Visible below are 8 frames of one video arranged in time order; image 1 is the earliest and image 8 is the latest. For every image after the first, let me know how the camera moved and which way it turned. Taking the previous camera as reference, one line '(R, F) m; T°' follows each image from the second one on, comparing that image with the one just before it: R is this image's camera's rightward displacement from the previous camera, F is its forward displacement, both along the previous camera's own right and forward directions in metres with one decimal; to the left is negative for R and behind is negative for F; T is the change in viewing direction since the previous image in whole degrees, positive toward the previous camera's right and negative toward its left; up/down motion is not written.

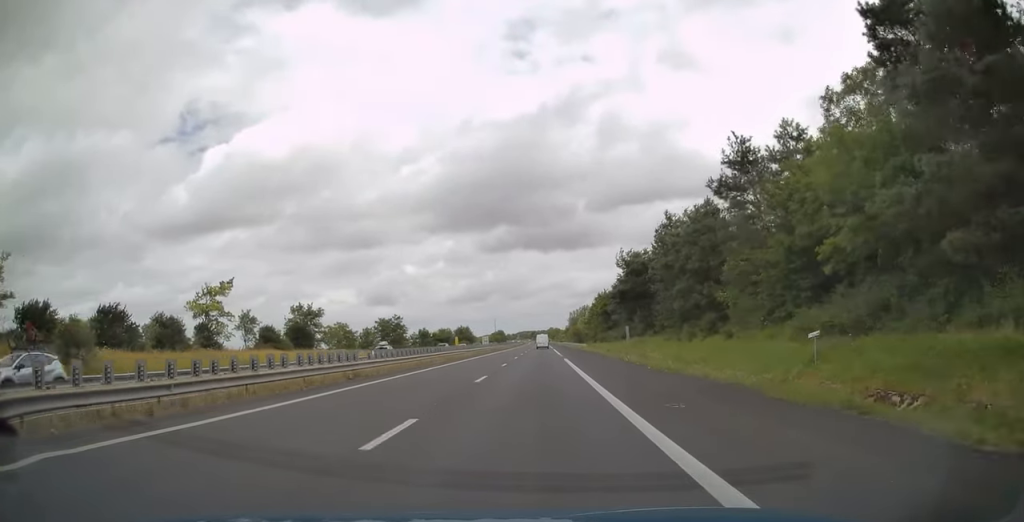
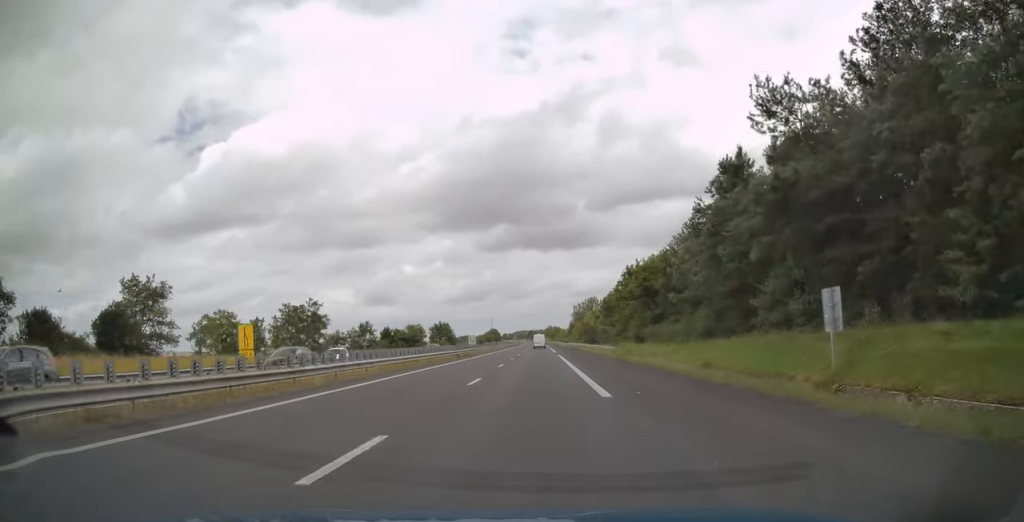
(+0.1, +40.9) m; 0°
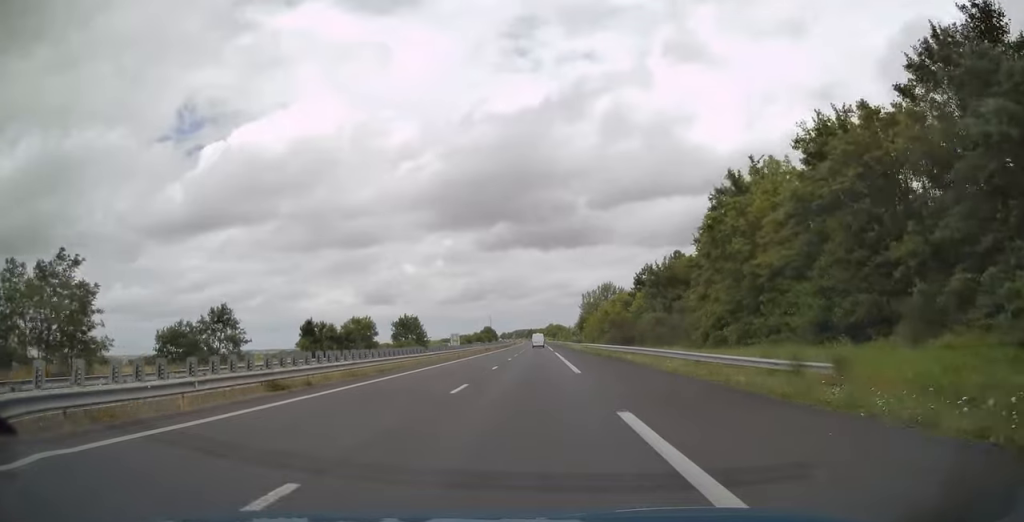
(+0.1, +42.0) m; 0°
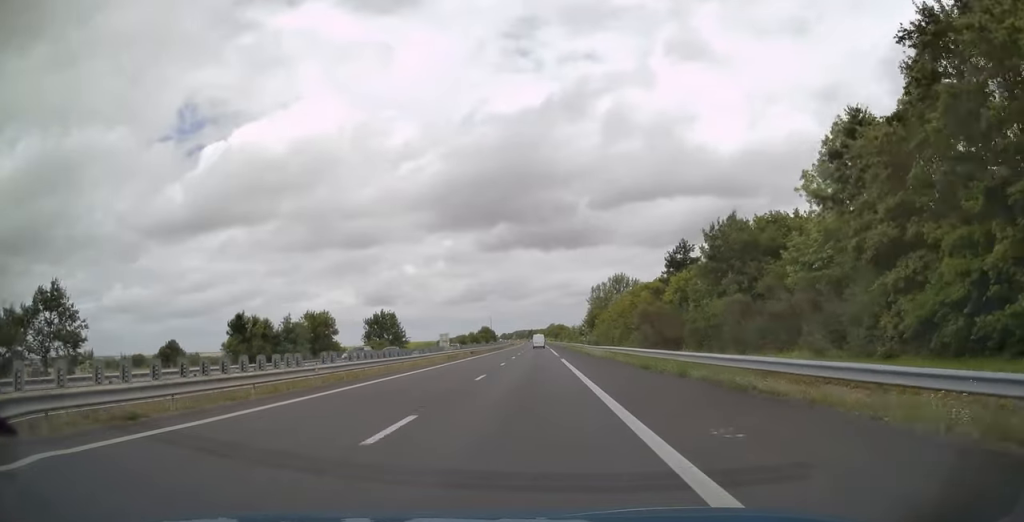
(-0.1, +20.5) m; 0°
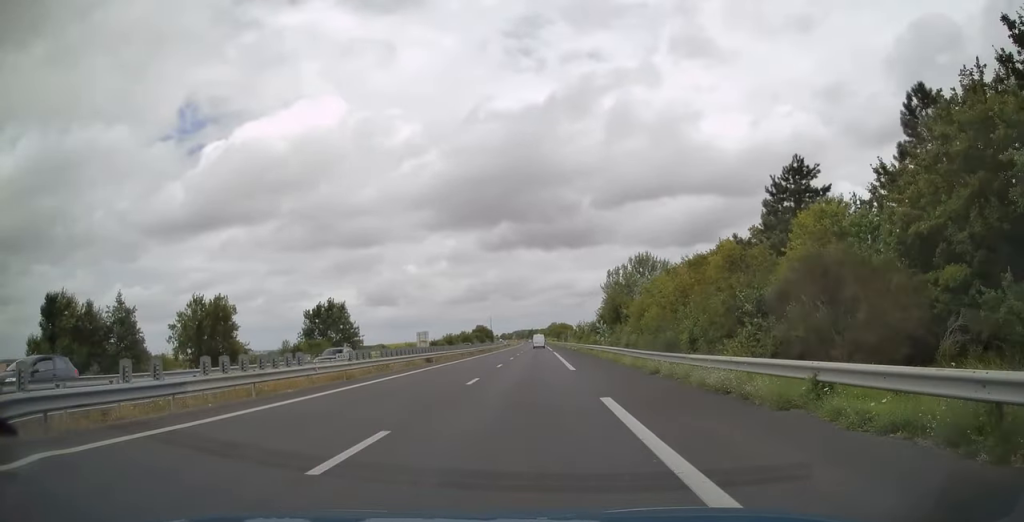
(0.0, +28.1) m; 0°
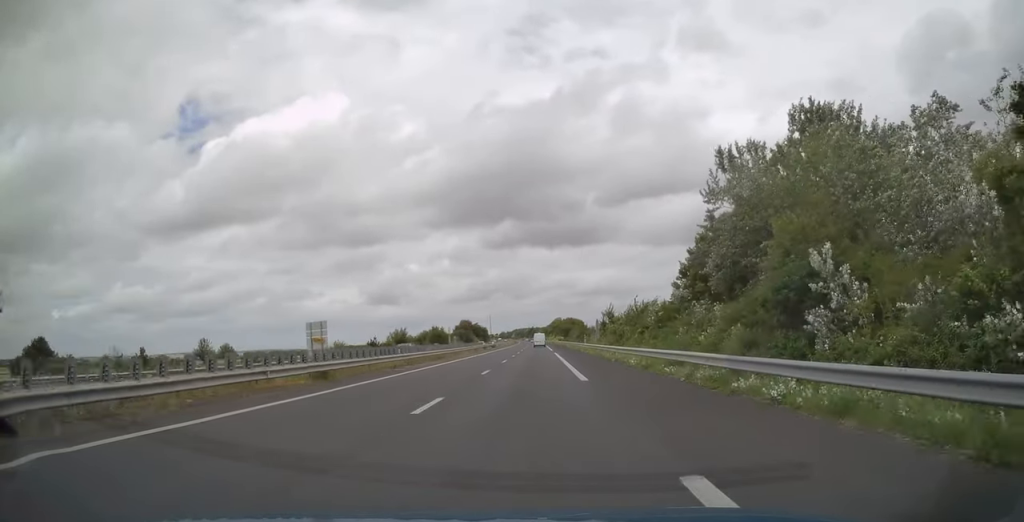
(0.0, +59.9) m; 0°
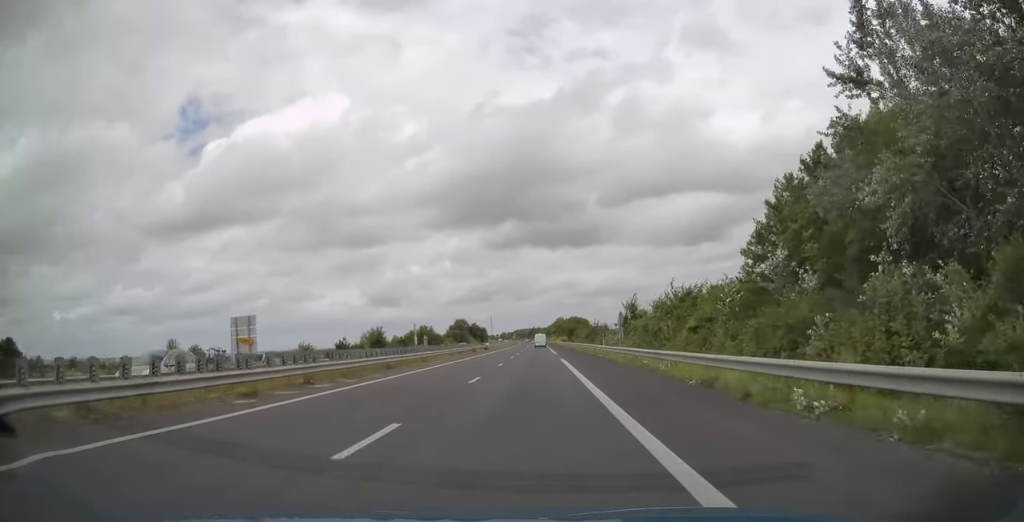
(-0.1, +17.2) m; 0°
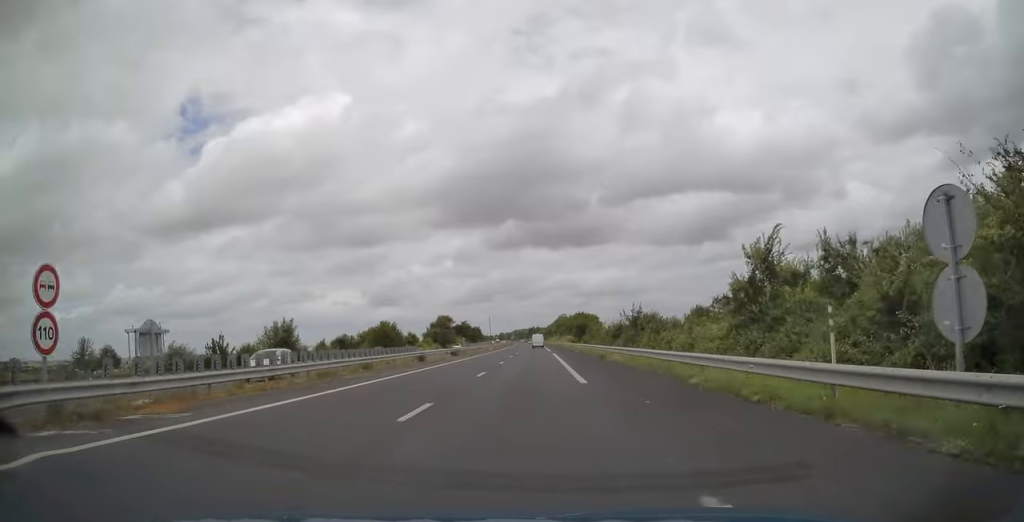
(0.0, +35.5) m; 0°
